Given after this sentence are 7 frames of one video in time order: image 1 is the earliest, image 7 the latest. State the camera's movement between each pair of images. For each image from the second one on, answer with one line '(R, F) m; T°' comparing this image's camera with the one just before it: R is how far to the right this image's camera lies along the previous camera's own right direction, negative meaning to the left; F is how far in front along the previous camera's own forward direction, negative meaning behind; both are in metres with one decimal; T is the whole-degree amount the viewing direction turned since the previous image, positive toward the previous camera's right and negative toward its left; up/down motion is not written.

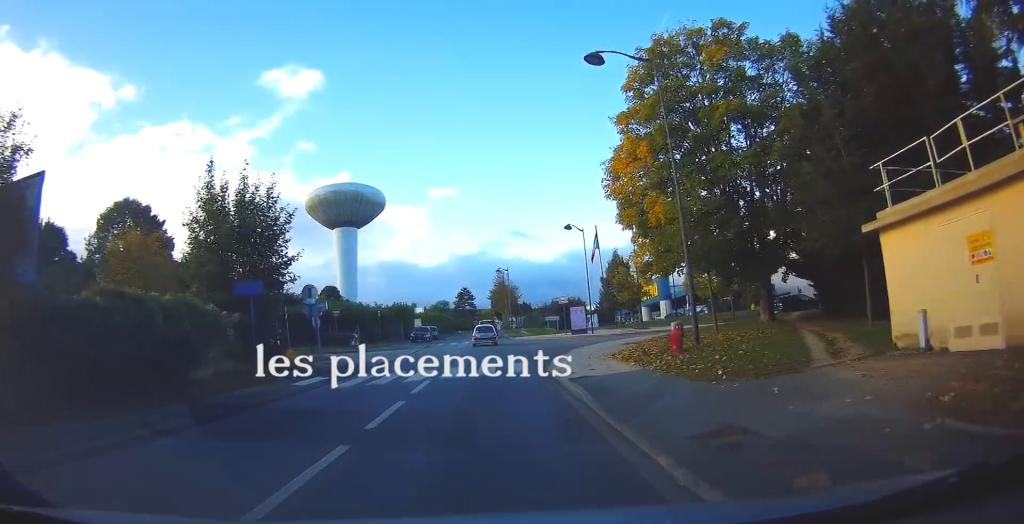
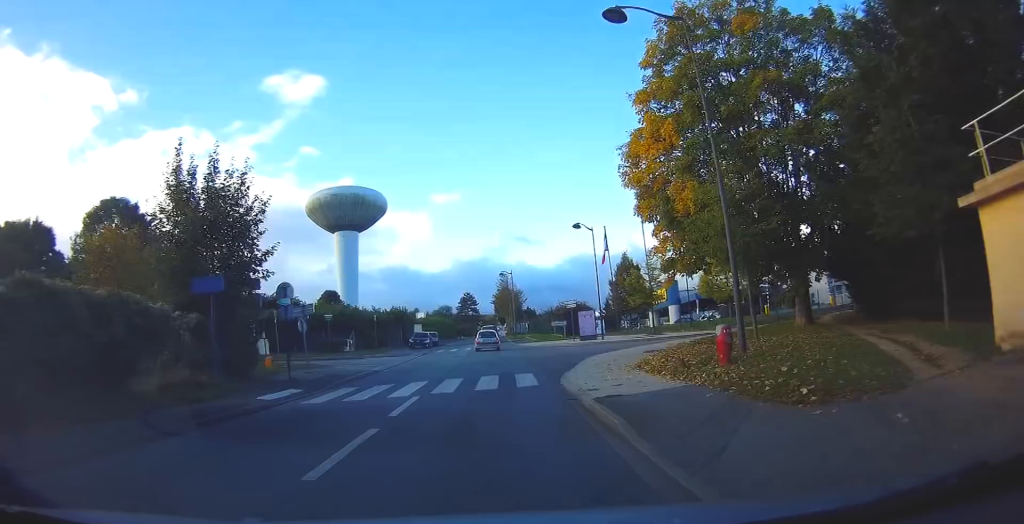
(0.0, +3.0) m; 0°
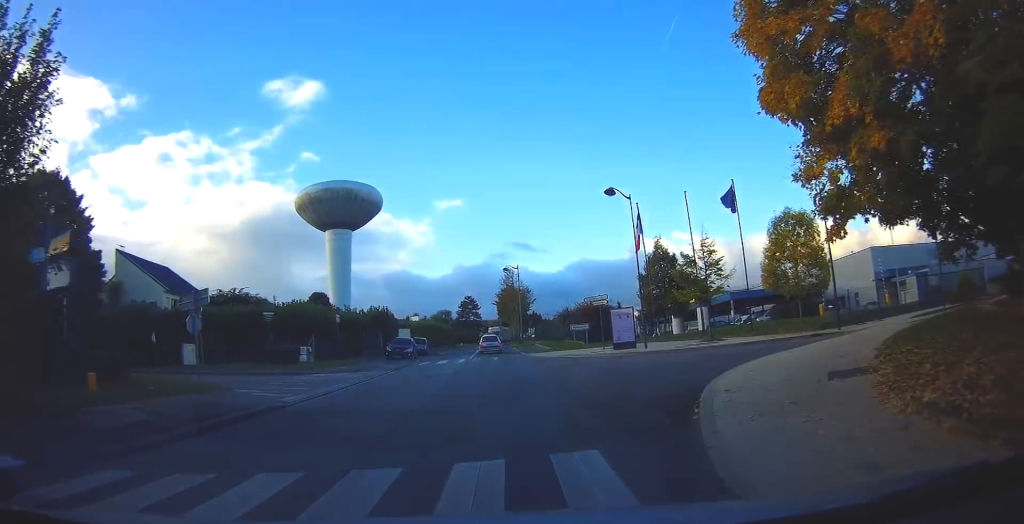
(0.0, +11.6) m; 0°
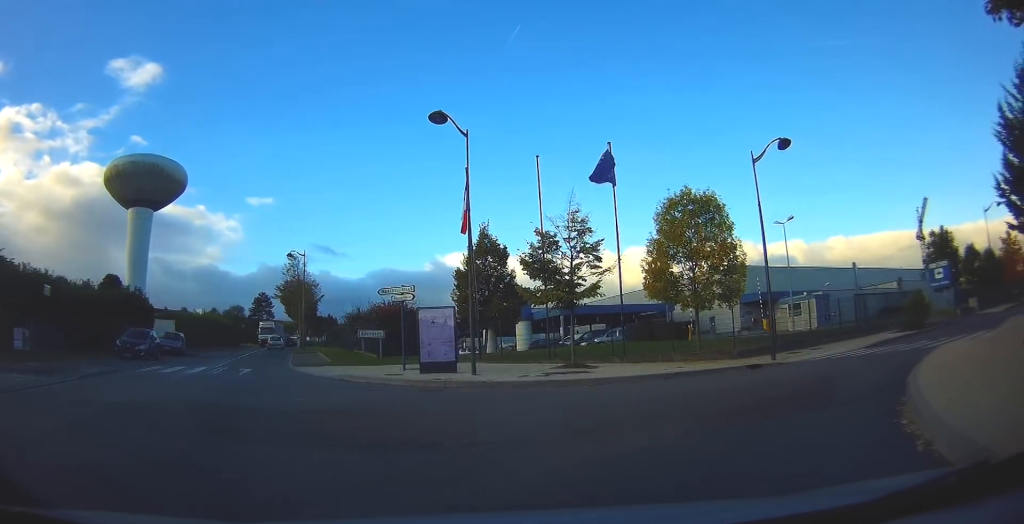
(+1.5, +12.2) m; +21°
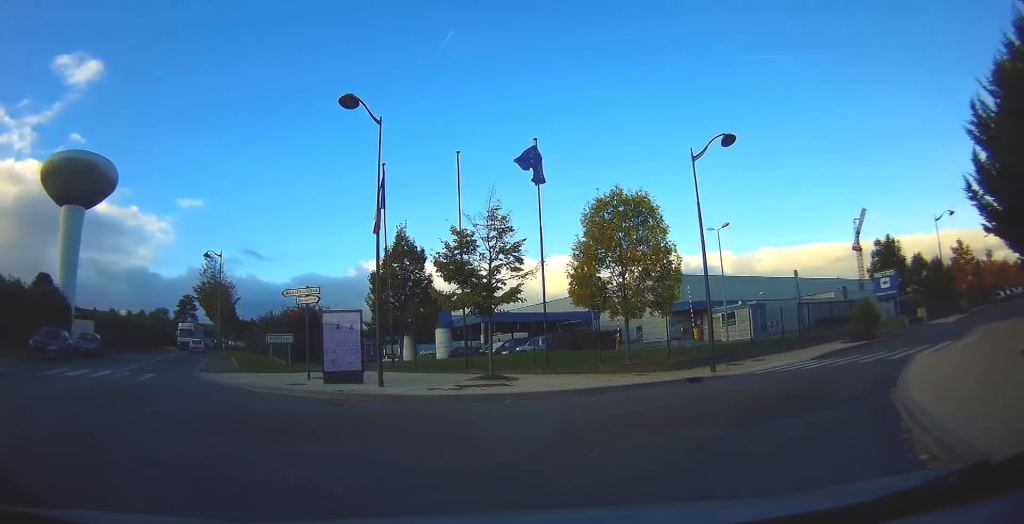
(+0.1, +1.9) m; +6°
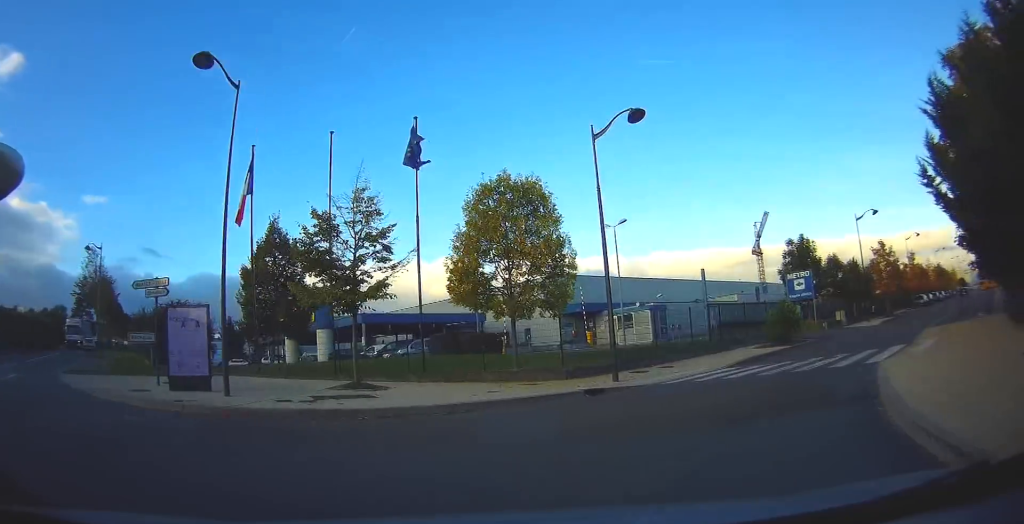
(-0.1, +2.9) m; +10°
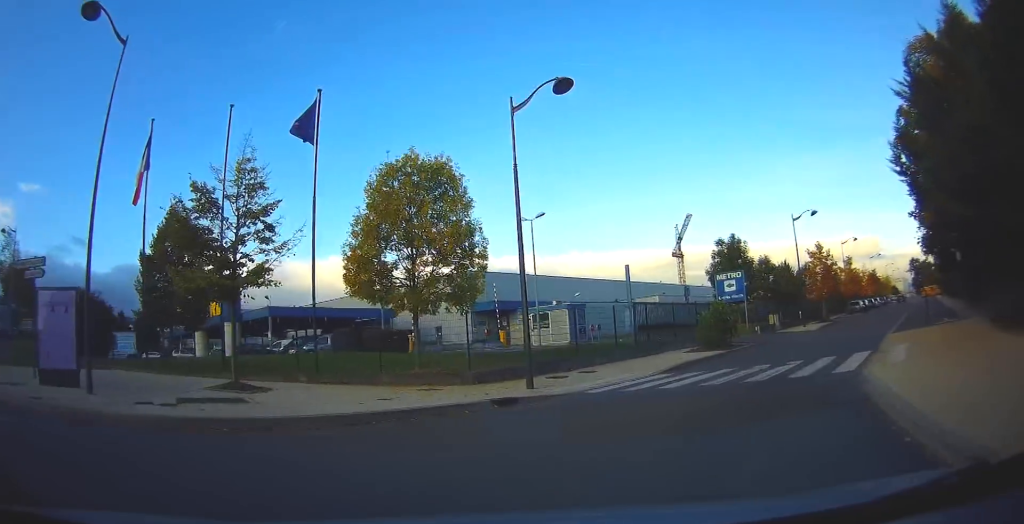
(+0.5, +2.4) m; +11°
